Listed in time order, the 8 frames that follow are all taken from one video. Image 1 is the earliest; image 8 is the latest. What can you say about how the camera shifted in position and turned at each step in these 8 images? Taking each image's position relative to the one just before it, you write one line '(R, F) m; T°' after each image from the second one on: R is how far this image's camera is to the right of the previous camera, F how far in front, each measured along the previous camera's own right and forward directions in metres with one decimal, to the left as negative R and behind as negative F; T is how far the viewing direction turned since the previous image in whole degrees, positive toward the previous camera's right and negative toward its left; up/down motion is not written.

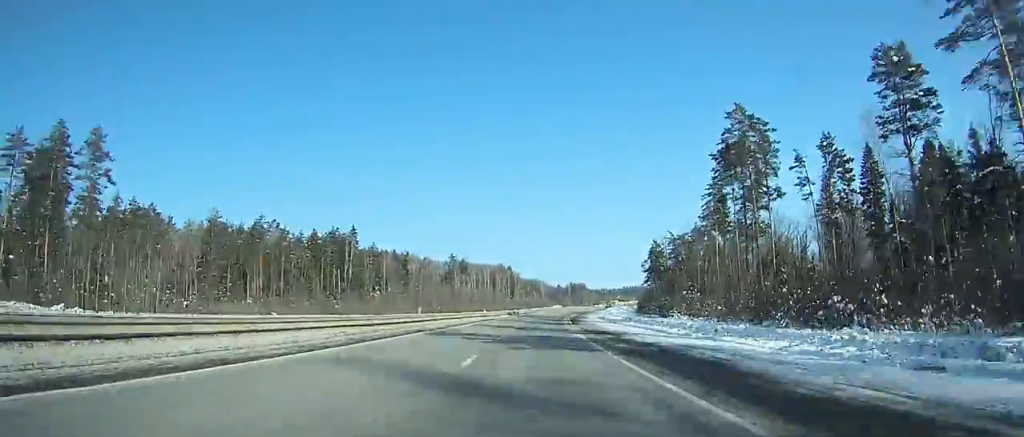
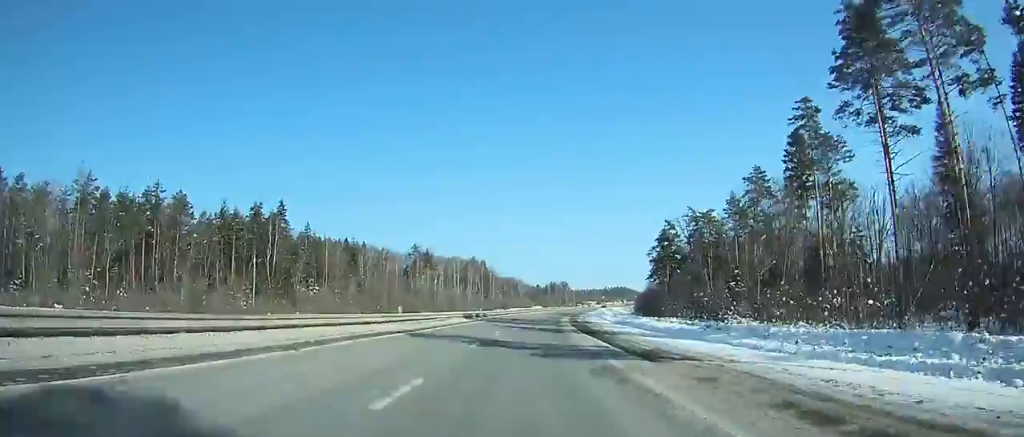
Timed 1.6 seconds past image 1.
(+0.3, +43.1) m; +2°
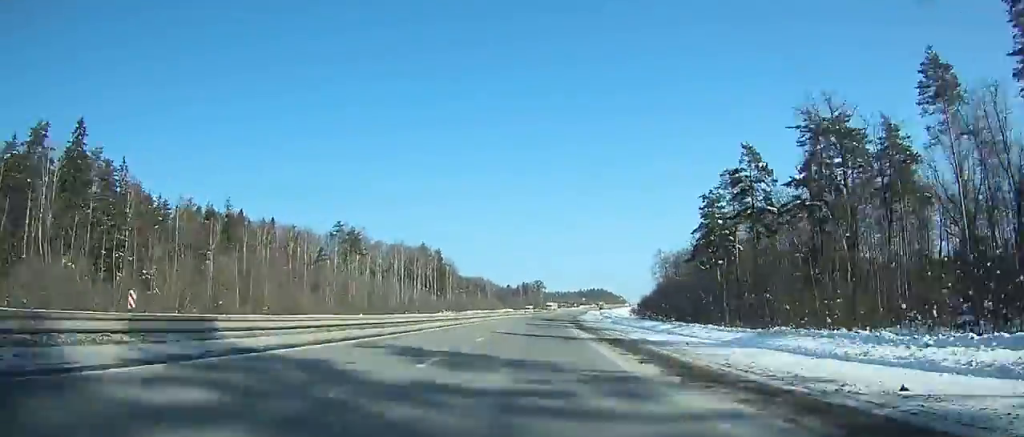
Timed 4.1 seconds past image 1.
(+2.1, +67.0) m; +3°
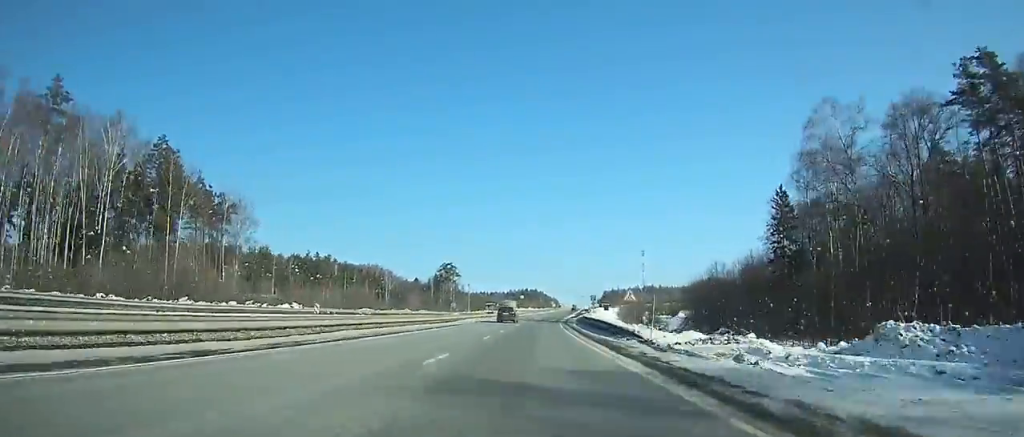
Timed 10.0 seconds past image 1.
(+9.6, +155.2) m; +7°
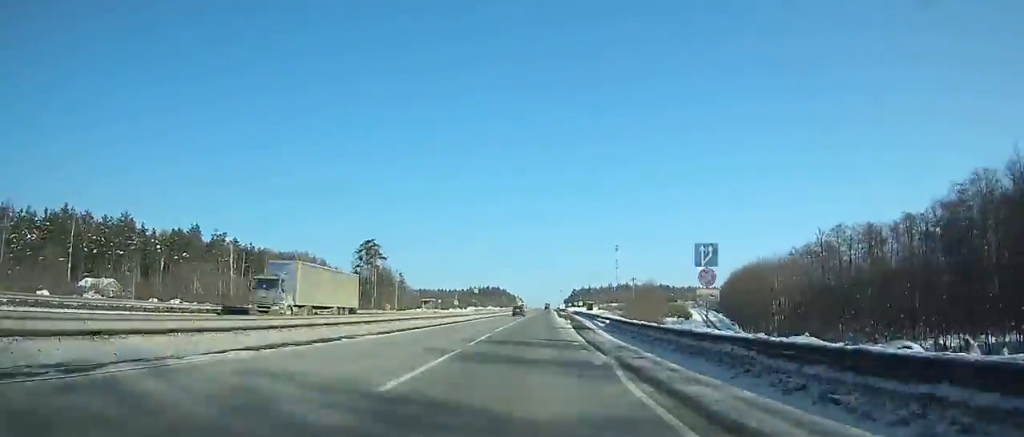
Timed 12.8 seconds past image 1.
(+2.1, +71.3) m; +3°
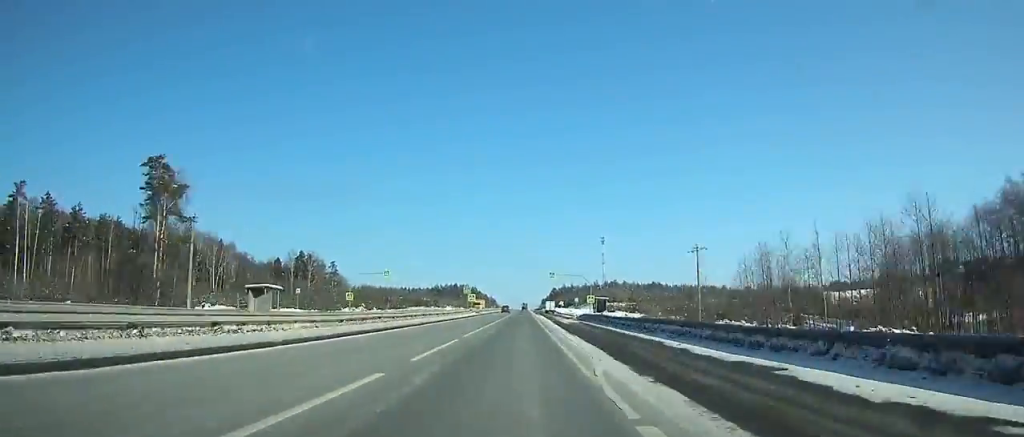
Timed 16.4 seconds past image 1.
(+2.6, +88.7) m; +2°
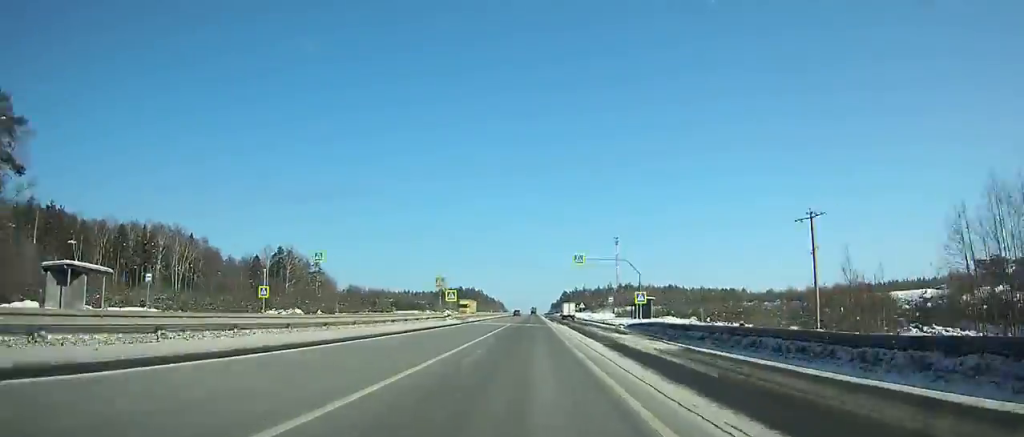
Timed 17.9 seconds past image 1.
(0.0, +35.6) m; 0°
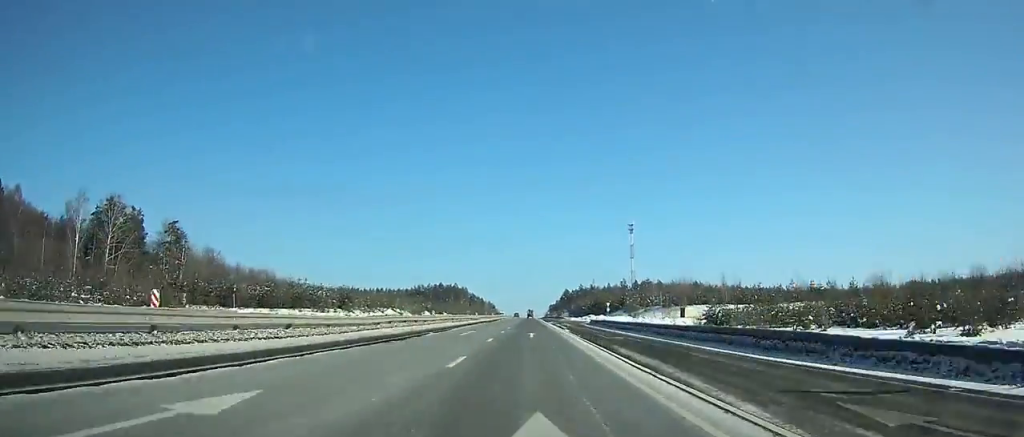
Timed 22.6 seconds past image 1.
(-0.4, +110.1) m; 0°
